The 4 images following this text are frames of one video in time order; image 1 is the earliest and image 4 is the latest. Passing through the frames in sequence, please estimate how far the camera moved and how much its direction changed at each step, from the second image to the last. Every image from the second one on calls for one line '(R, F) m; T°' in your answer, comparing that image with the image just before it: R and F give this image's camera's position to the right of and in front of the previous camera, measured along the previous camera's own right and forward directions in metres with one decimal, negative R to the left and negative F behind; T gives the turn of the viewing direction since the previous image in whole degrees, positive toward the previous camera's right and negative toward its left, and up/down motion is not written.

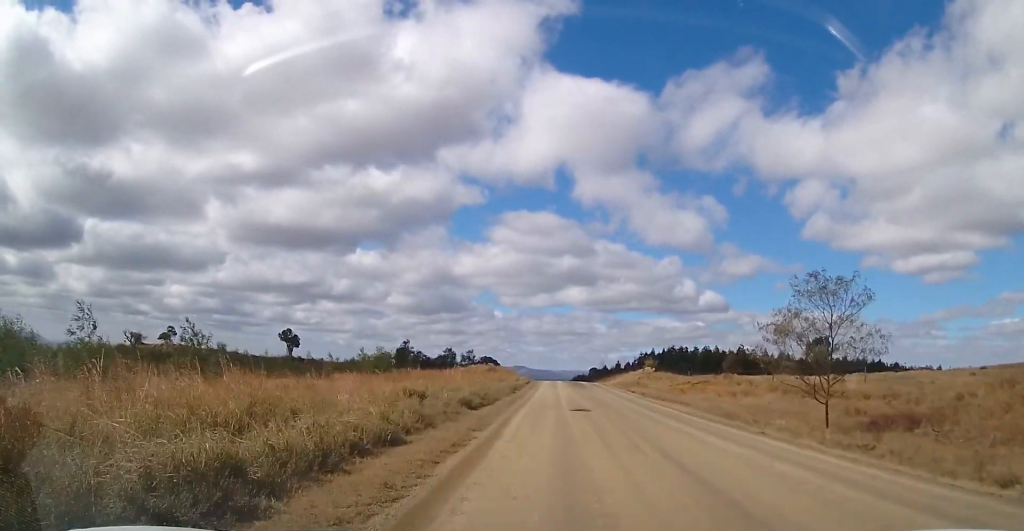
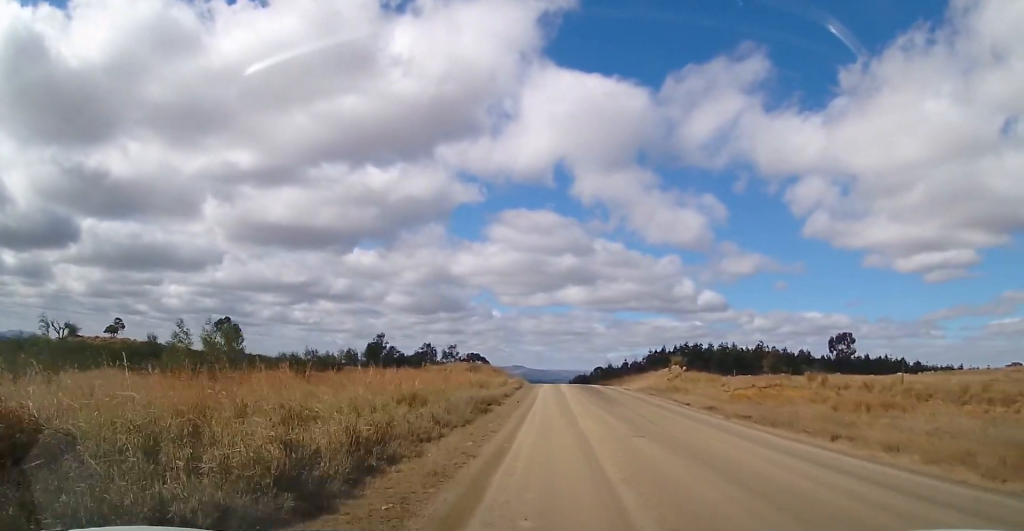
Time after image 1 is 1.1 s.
(-0.1, +20.5) m; 0°
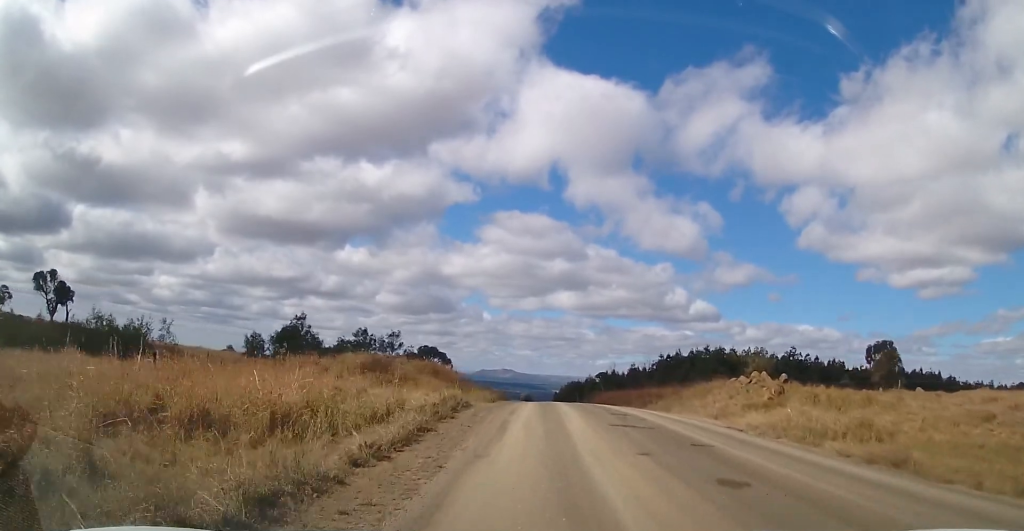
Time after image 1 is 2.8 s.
(+0.2, +32.1) m; +1°
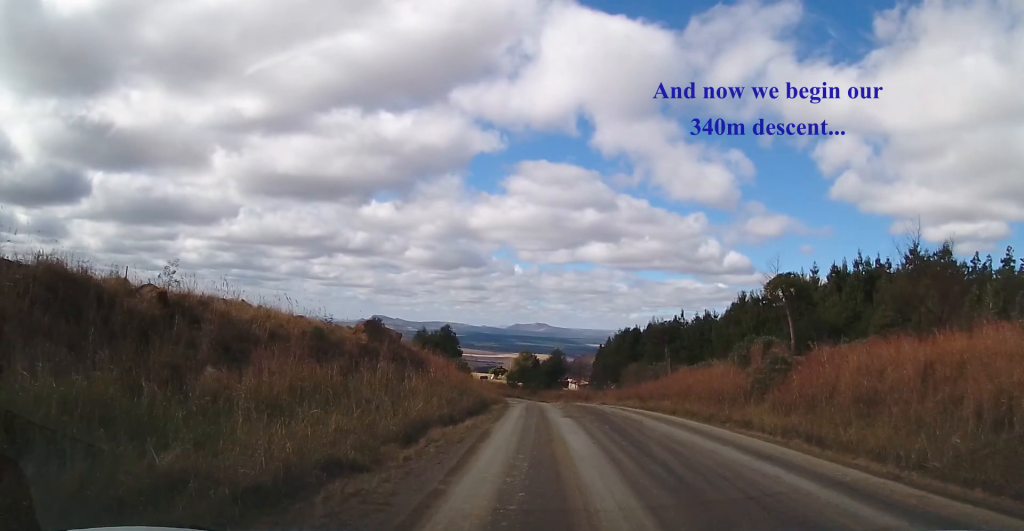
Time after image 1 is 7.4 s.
(-1.0, +75.4) m; -2°
